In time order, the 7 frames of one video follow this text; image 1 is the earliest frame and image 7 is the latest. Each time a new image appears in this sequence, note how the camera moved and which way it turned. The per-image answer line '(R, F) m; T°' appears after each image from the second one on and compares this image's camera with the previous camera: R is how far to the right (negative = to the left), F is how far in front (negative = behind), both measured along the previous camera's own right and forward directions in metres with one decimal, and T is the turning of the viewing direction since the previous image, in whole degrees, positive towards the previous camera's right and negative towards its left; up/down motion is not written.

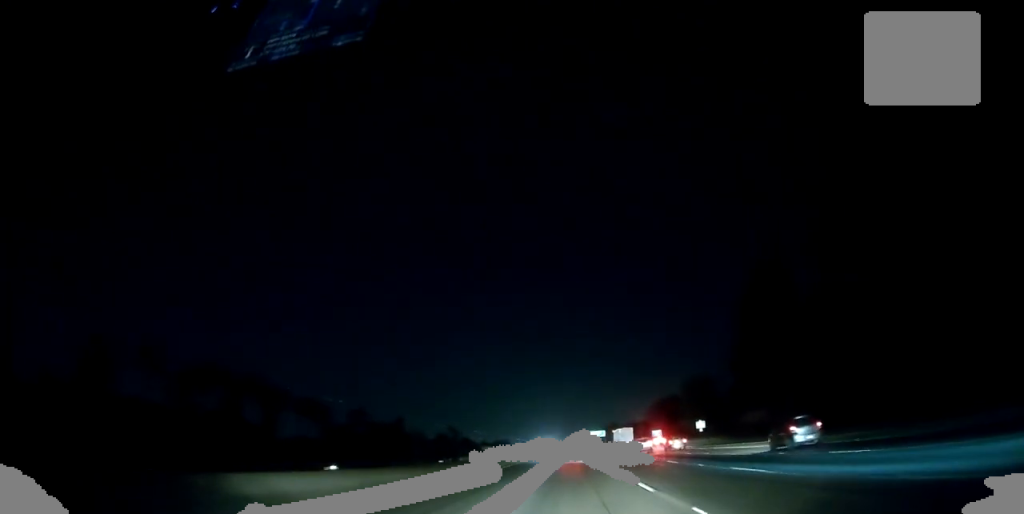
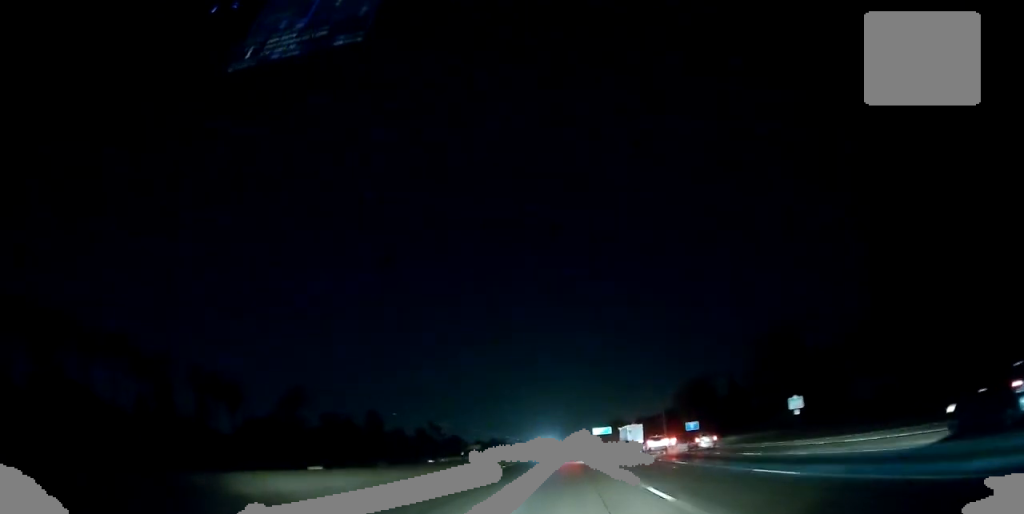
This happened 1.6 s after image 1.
(0.0, +46.7) m; 0°
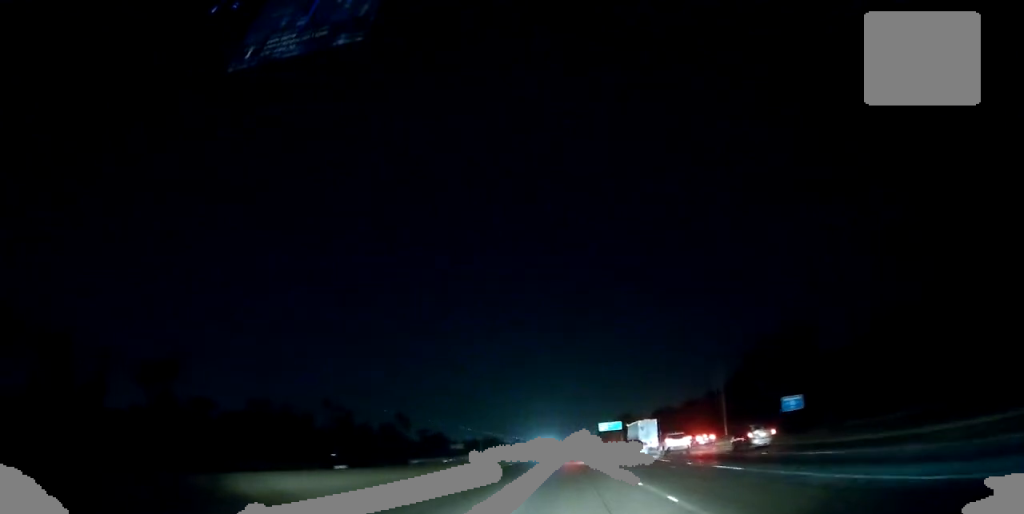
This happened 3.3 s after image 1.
(+0.3, +52.2) m; 0°
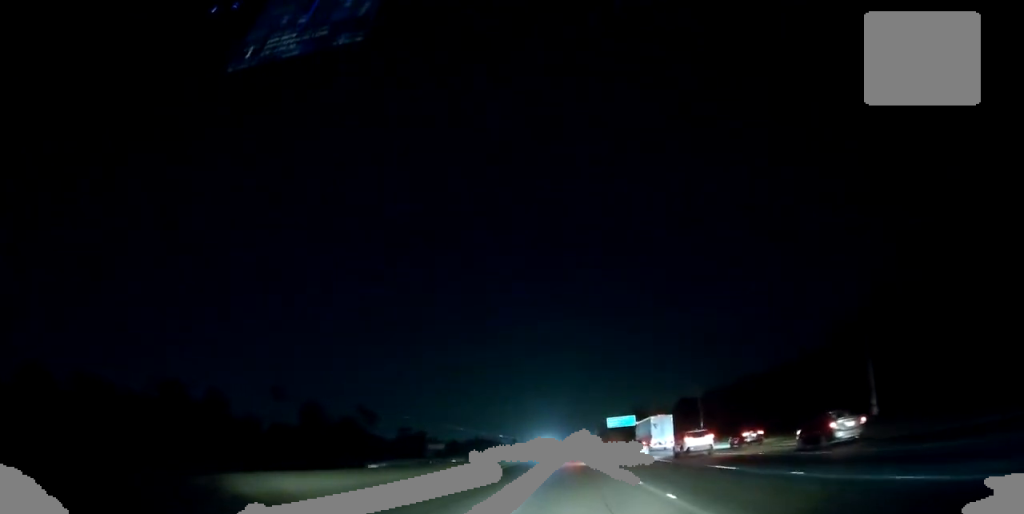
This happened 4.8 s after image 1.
(-0.4, +43.6) m; 0°
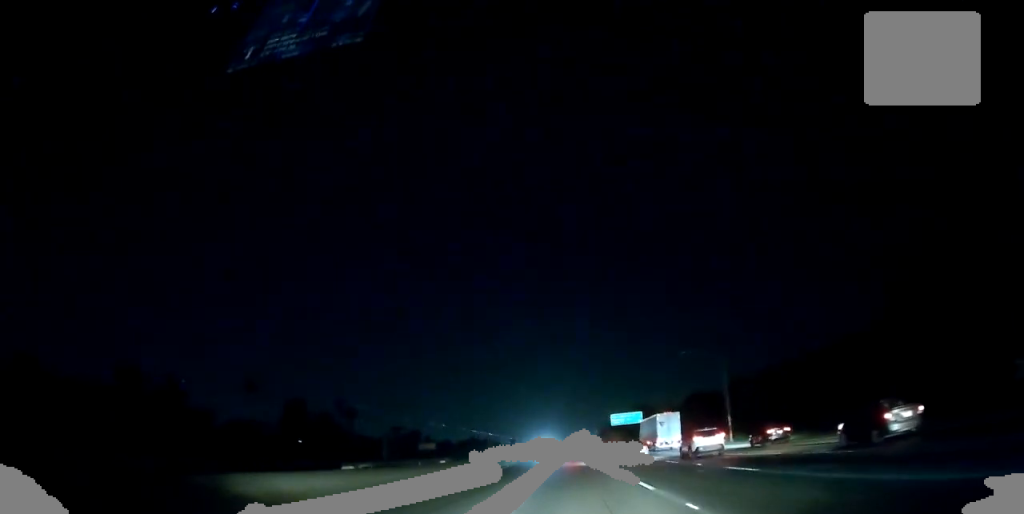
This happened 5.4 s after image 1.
(0.0, +16.2) m; 0°
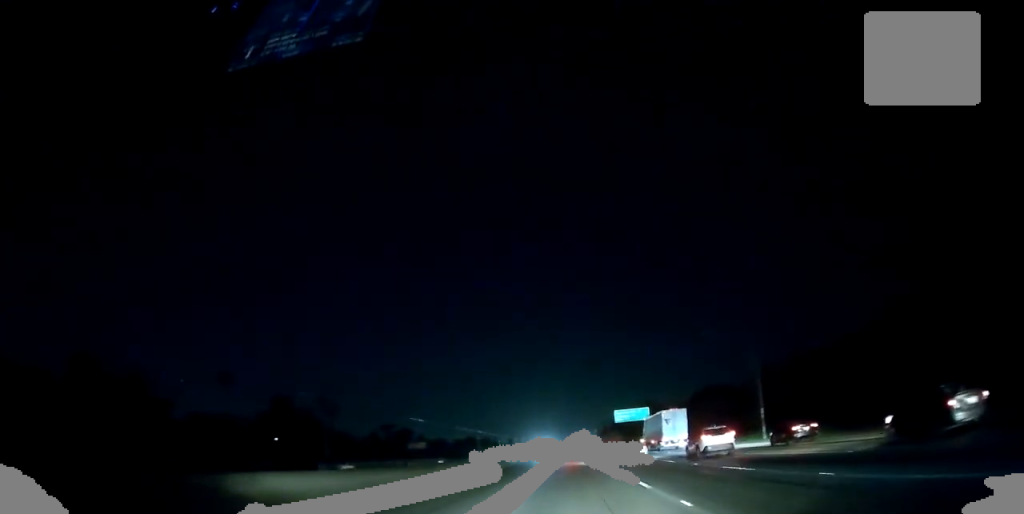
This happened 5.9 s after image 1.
(+0.1, +14.2) m; 0°
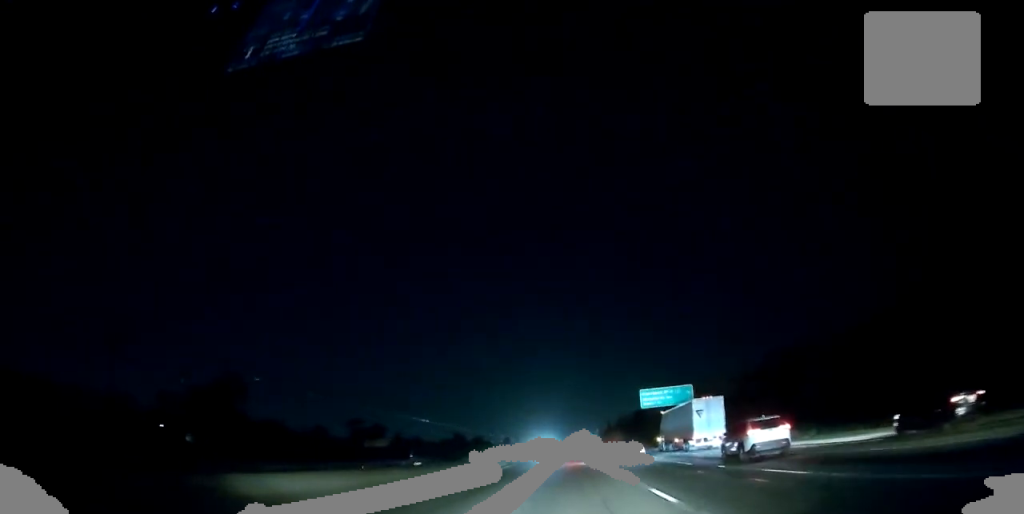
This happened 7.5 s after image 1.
(0.0, +46.4) m; 0°
